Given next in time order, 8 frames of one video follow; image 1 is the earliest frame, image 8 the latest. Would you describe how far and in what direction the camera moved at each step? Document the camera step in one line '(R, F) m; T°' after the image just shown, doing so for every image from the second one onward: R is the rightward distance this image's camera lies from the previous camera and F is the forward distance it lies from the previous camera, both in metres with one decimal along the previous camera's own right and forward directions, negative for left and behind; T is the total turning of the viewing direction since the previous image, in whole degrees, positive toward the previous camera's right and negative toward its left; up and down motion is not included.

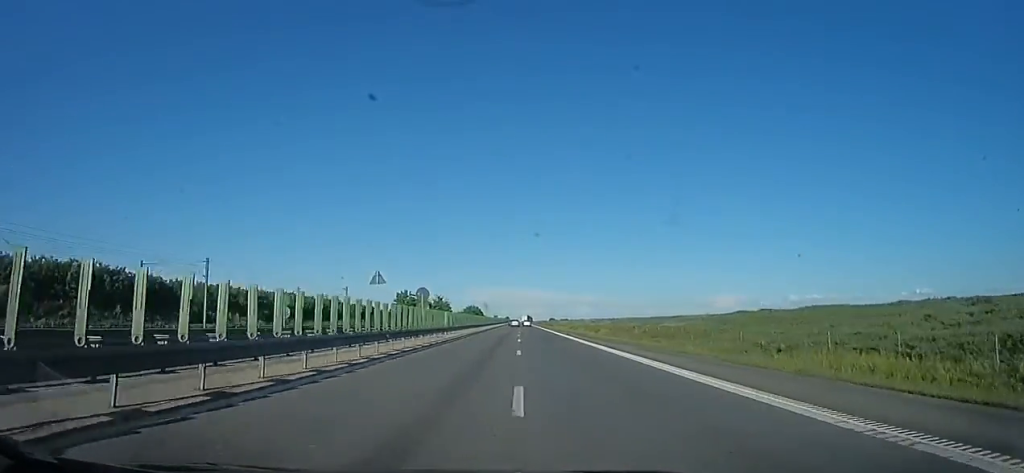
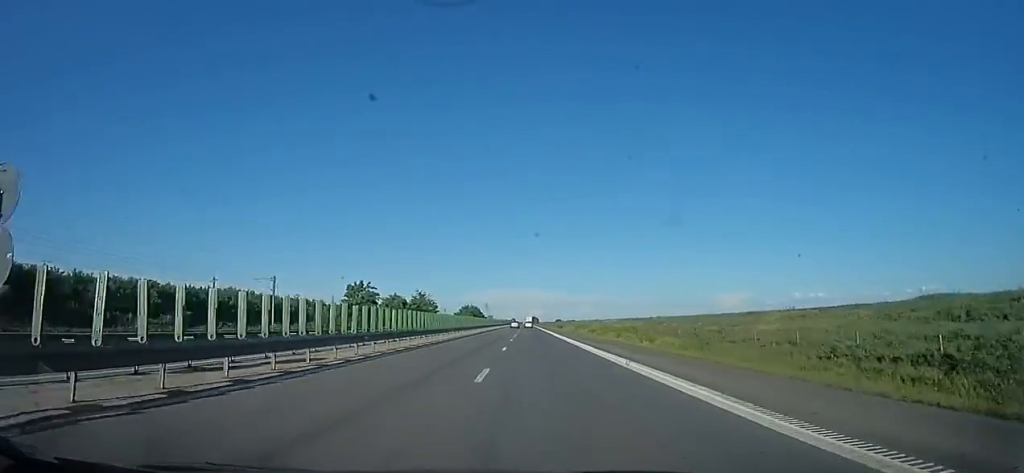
(+1.4, +32.1) m; 0°
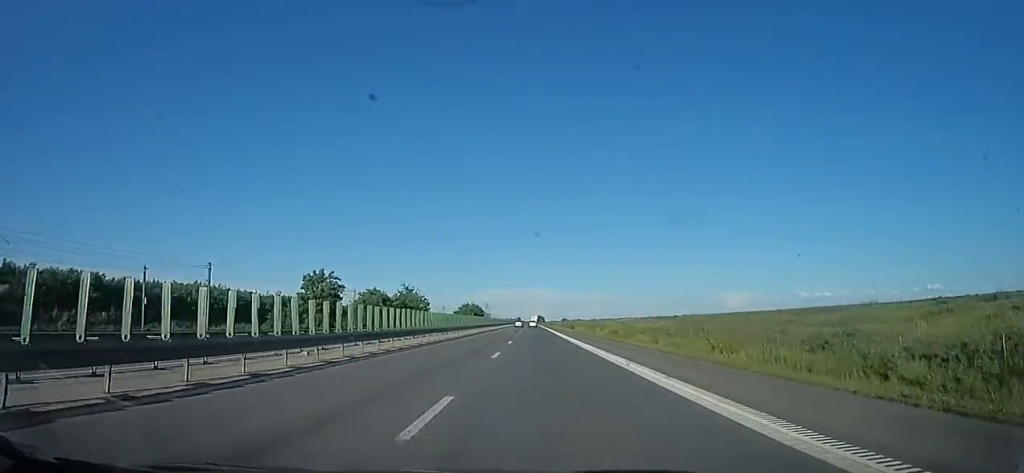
(-0.6, +17.3) m; -1°
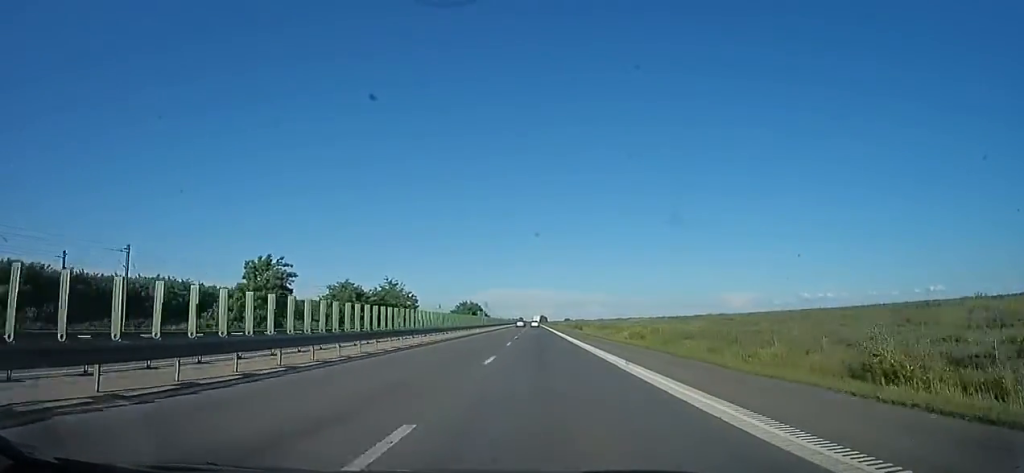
(-0.4, +14.3) m; -1°
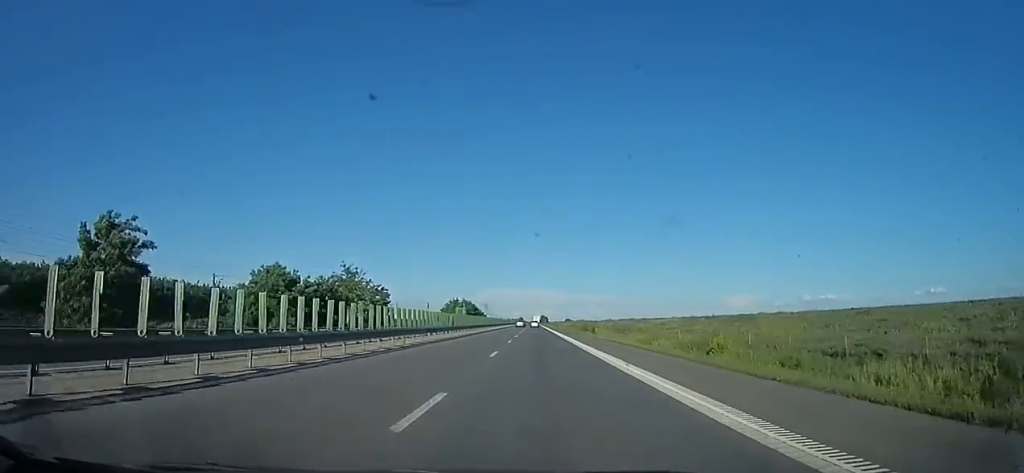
(-0.2, +21.3) m; 0°
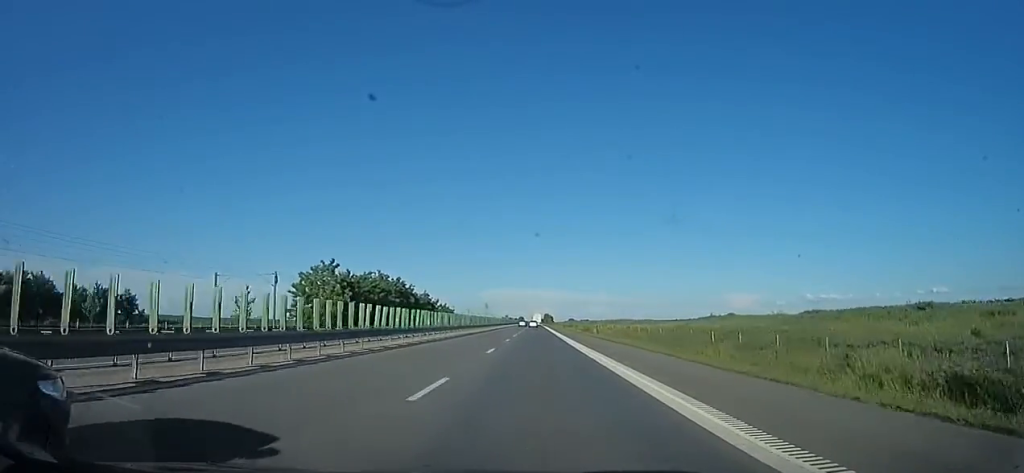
(0.0, +105.5) m; 0°
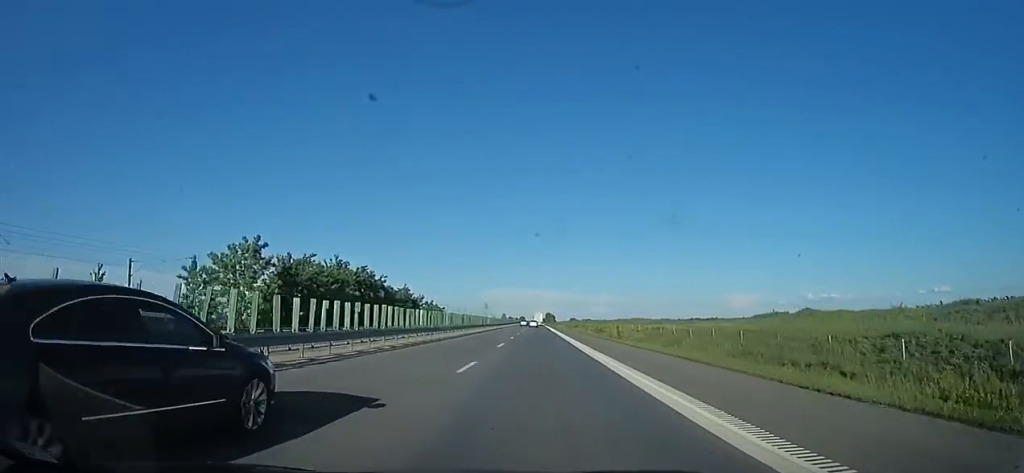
(0.0, +19.4) m; 0°
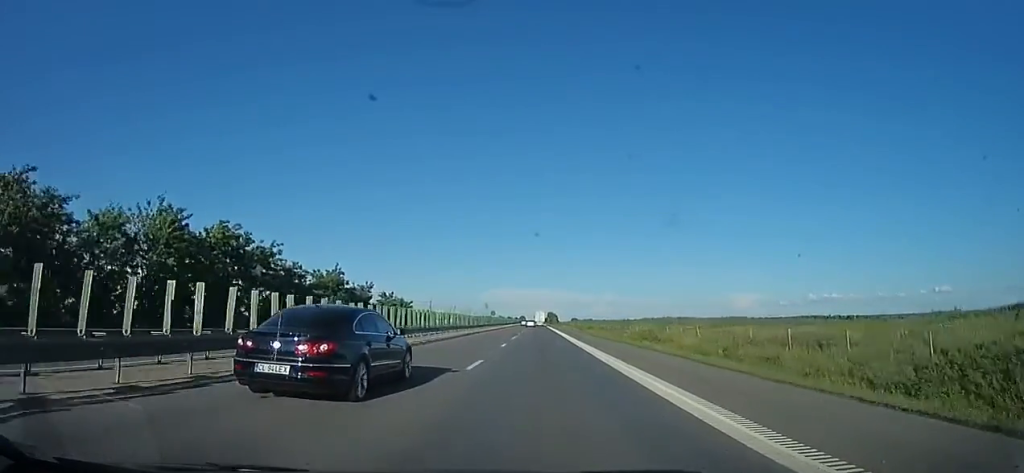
(0.0, +35.2) m; 0°
